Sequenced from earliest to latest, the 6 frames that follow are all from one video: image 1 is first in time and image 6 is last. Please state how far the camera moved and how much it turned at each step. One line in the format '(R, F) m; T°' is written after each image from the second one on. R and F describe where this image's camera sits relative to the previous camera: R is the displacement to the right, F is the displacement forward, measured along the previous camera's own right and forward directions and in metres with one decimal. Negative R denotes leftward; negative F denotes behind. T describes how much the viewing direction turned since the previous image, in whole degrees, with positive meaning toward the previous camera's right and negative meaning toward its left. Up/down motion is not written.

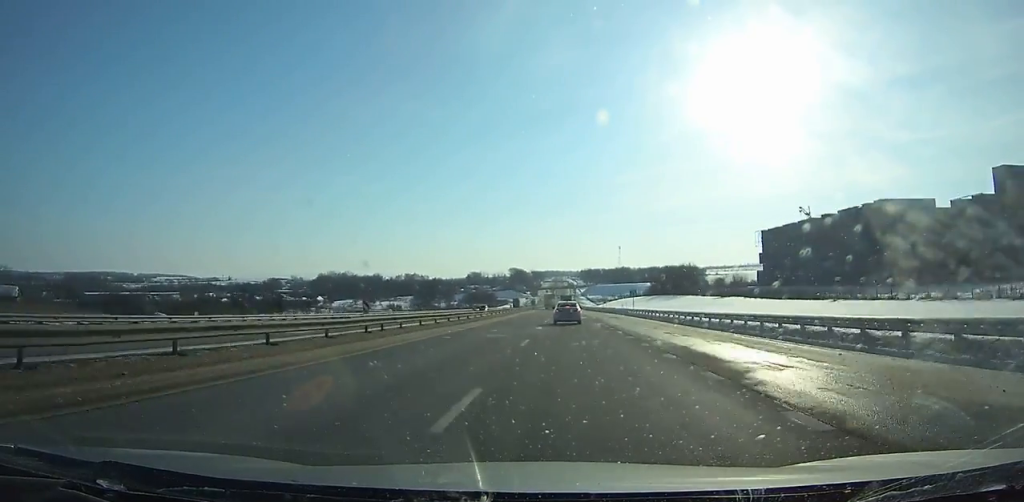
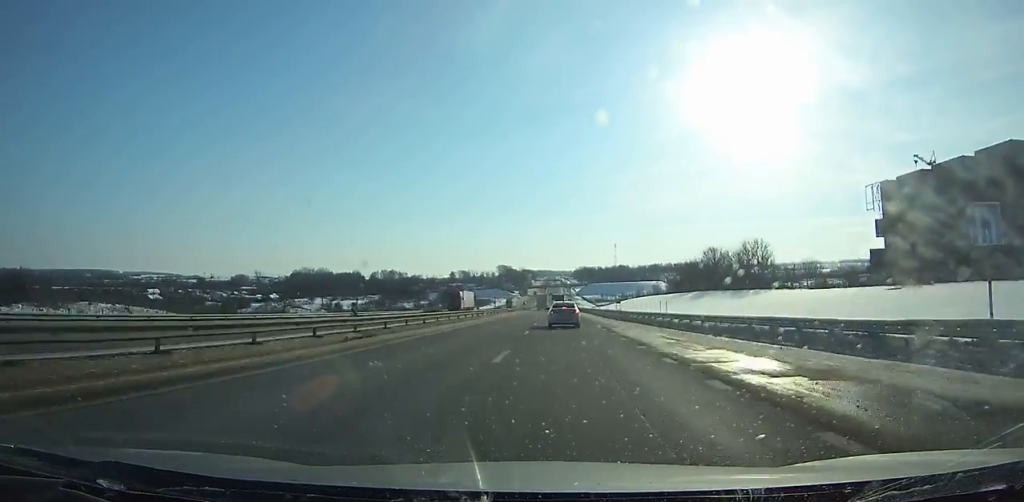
(+0.2, +65.2) m; 0°
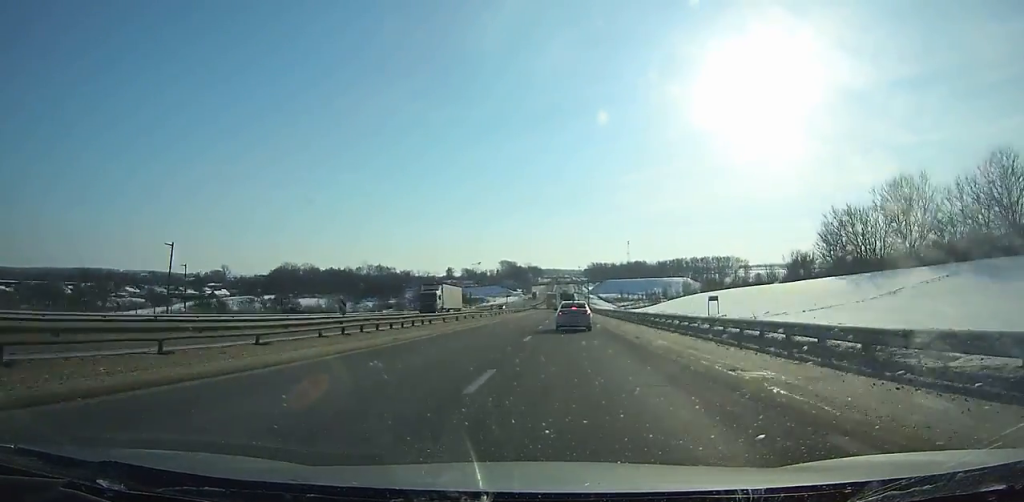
(+0.1, +74.1) m; 0°
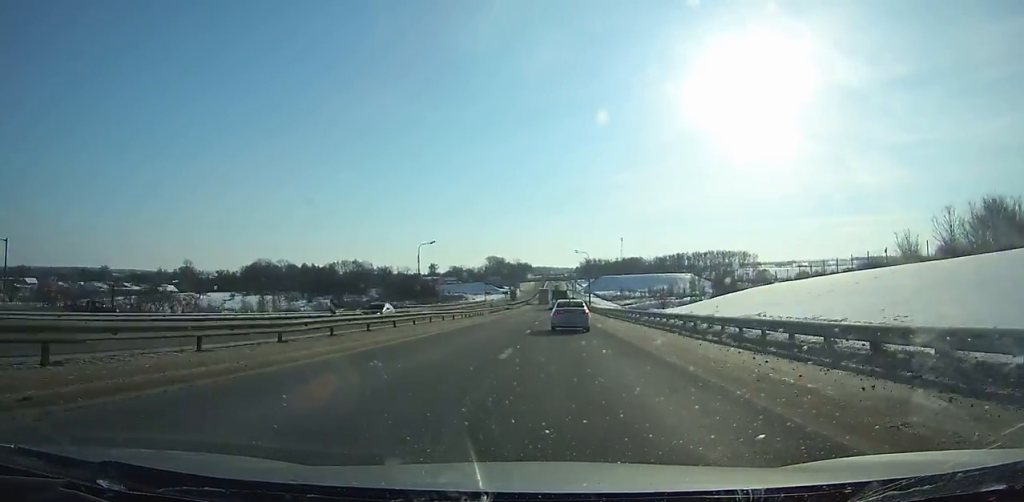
(+0.1, +41.2) m; 0°
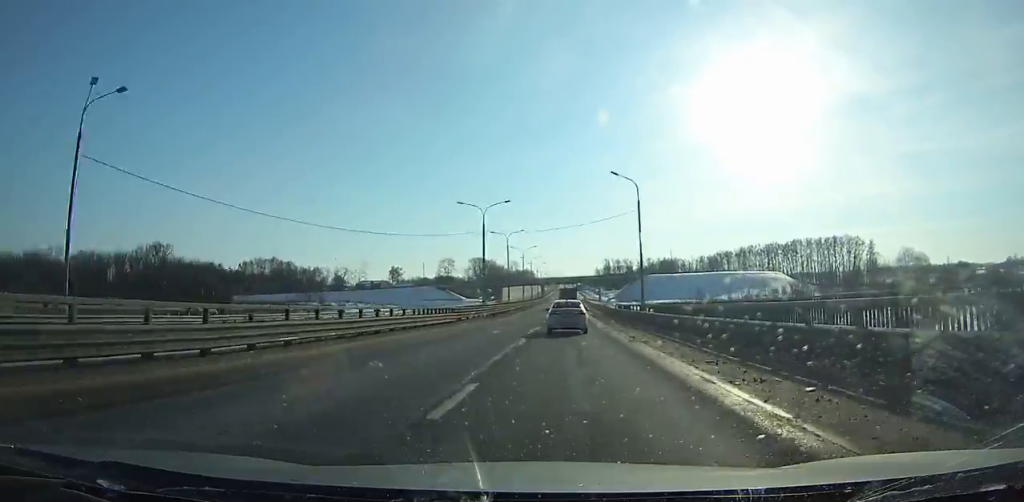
(-0.7, +162.2) m; 0°
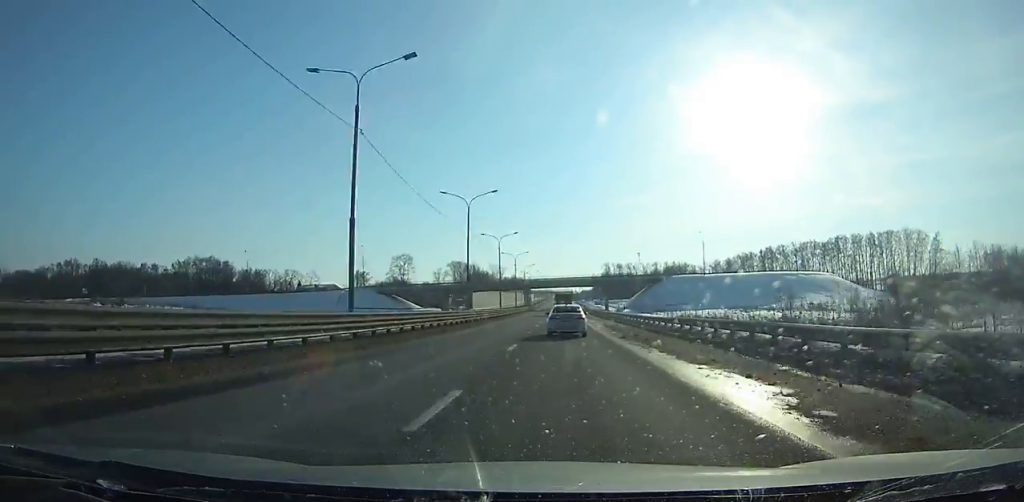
(+0.2, +60.3) m; 0°
